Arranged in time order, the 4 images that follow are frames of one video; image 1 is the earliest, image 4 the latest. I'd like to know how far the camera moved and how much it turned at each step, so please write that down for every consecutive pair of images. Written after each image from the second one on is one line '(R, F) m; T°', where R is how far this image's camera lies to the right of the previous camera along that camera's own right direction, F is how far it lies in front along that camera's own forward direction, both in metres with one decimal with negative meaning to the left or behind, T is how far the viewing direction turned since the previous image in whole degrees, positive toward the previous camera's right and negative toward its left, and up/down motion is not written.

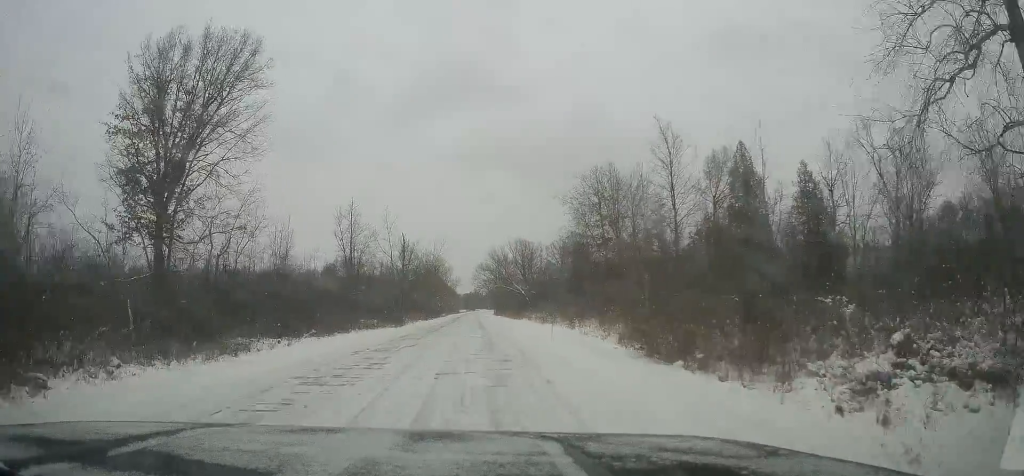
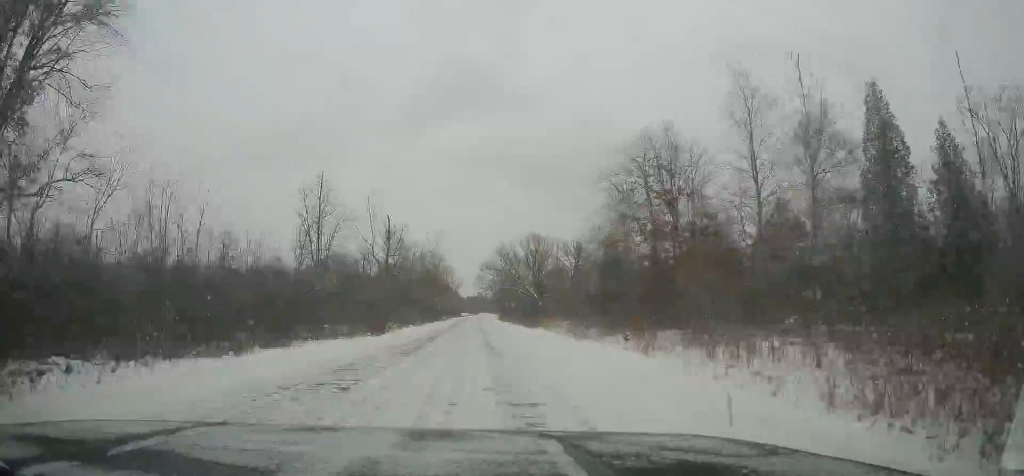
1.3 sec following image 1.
(0.0, +16.4) m; 0°
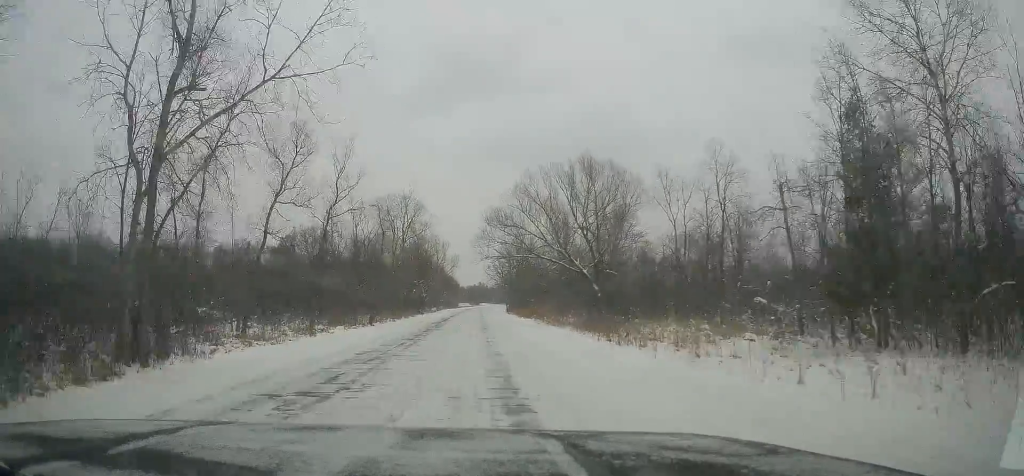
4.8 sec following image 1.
(-0.8, +43.0) m; 0°
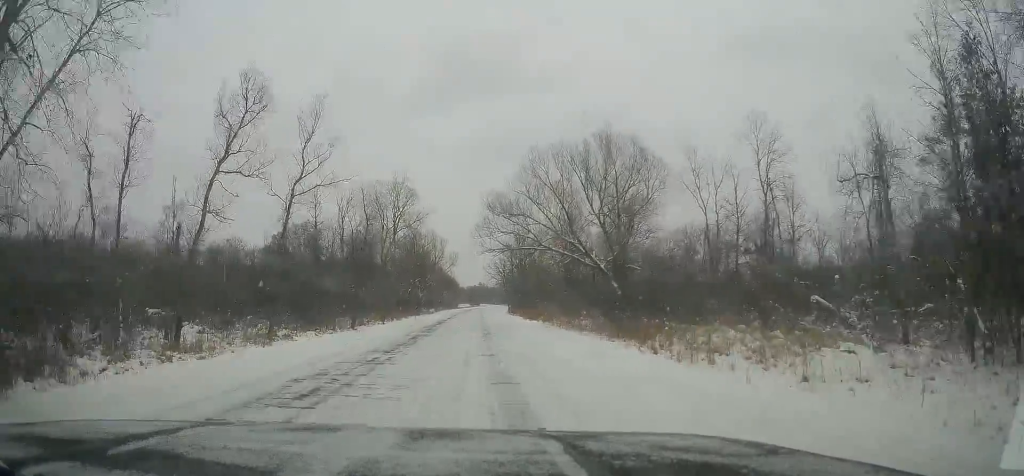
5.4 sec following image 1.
(0.0, +7.1) m; 0°
